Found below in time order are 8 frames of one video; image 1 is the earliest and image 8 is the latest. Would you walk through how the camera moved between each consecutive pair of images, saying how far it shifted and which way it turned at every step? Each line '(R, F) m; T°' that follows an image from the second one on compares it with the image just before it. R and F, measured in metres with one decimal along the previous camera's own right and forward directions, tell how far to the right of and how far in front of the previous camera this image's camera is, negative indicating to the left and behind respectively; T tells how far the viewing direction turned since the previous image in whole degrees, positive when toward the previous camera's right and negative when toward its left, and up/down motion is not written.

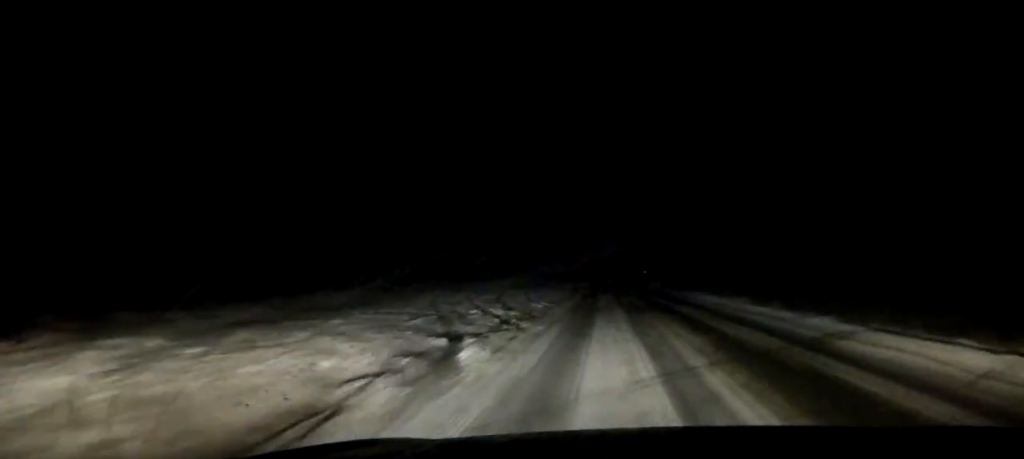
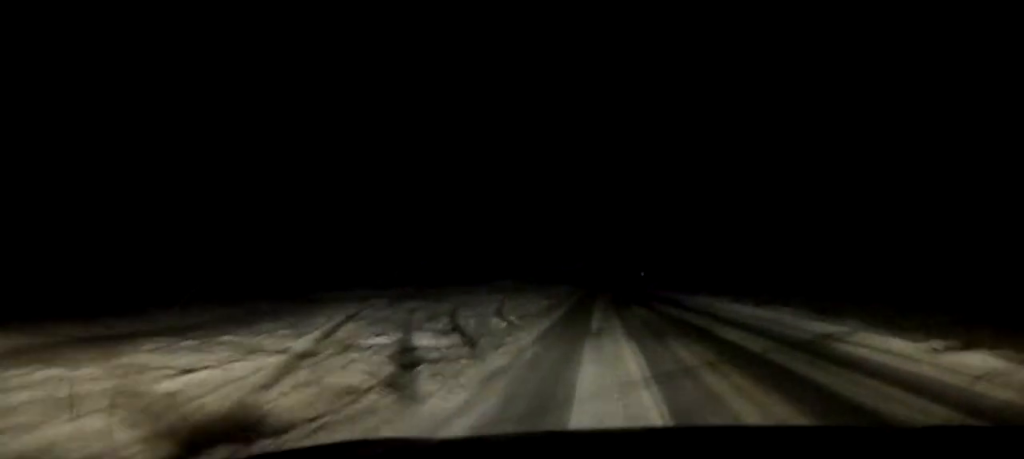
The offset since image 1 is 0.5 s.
(0.0, +8.9) m; 0°
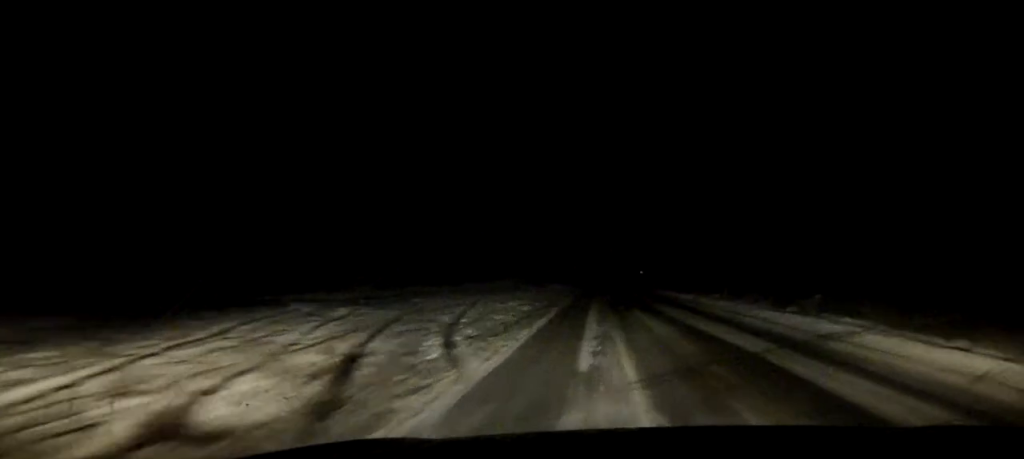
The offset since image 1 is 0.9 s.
(0.0, +7.4) m; 0°
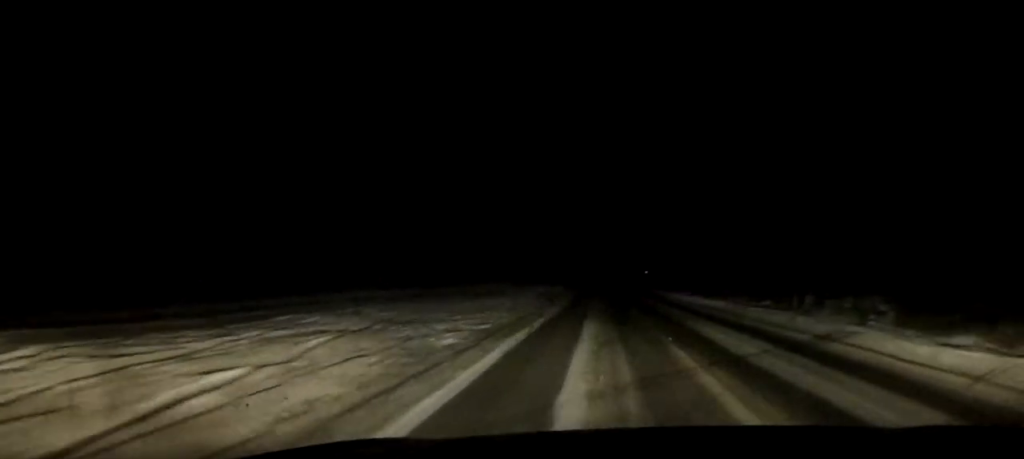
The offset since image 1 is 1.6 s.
(0.0, +13.0) m; 0°
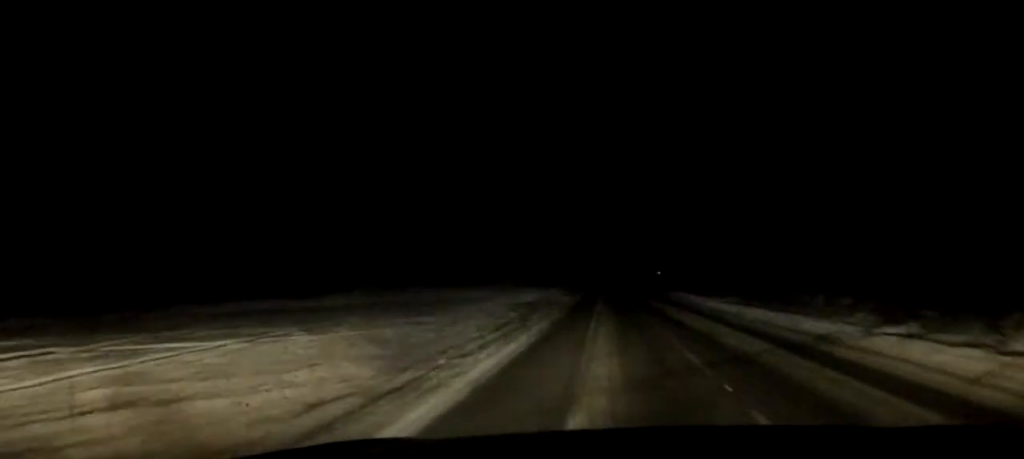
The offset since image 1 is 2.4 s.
(0.0, +15.0) m; 0°
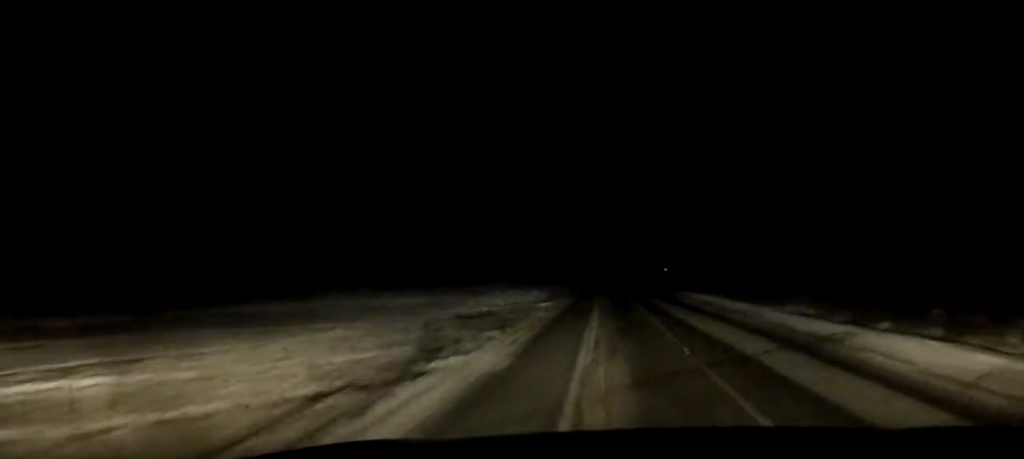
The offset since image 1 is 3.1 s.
(0.0, +13.9) m; 0°
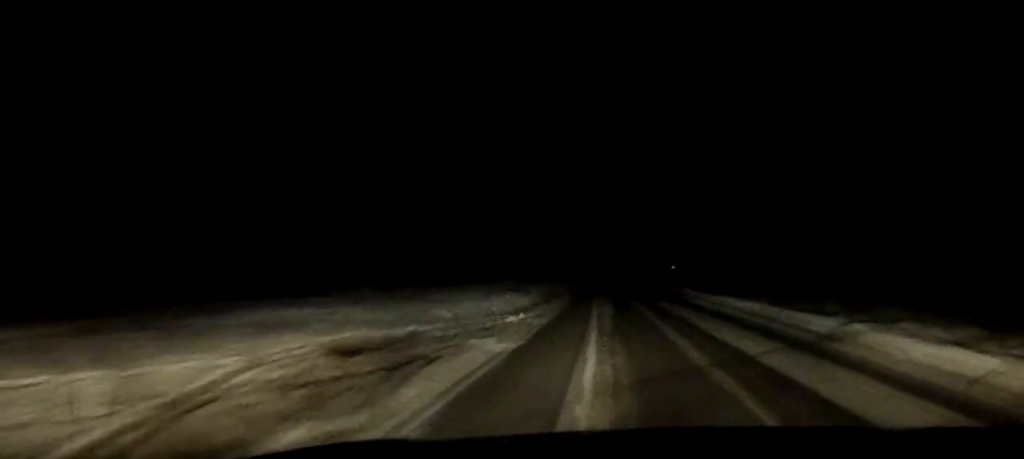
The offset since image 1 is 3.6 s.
(0.0, +9.9) m; 0°
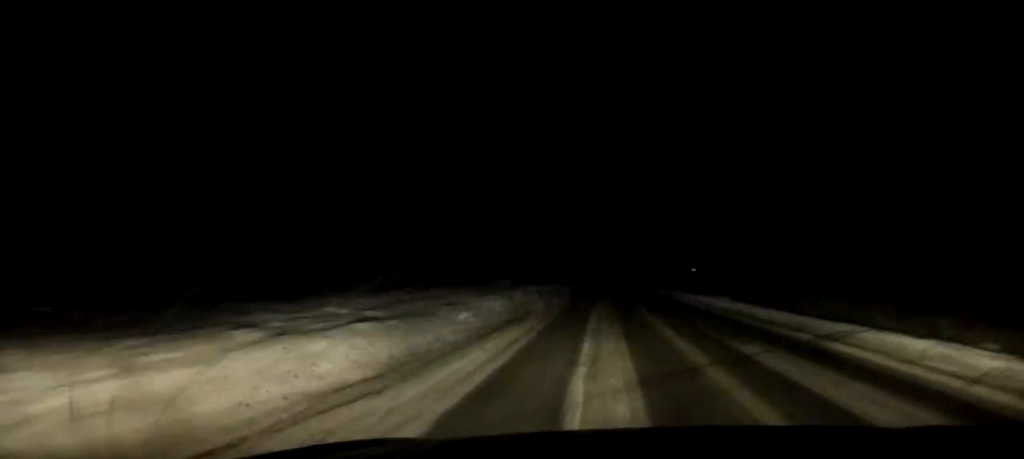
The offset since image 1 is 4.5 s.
(-0.1, +18.6) m; 0°
